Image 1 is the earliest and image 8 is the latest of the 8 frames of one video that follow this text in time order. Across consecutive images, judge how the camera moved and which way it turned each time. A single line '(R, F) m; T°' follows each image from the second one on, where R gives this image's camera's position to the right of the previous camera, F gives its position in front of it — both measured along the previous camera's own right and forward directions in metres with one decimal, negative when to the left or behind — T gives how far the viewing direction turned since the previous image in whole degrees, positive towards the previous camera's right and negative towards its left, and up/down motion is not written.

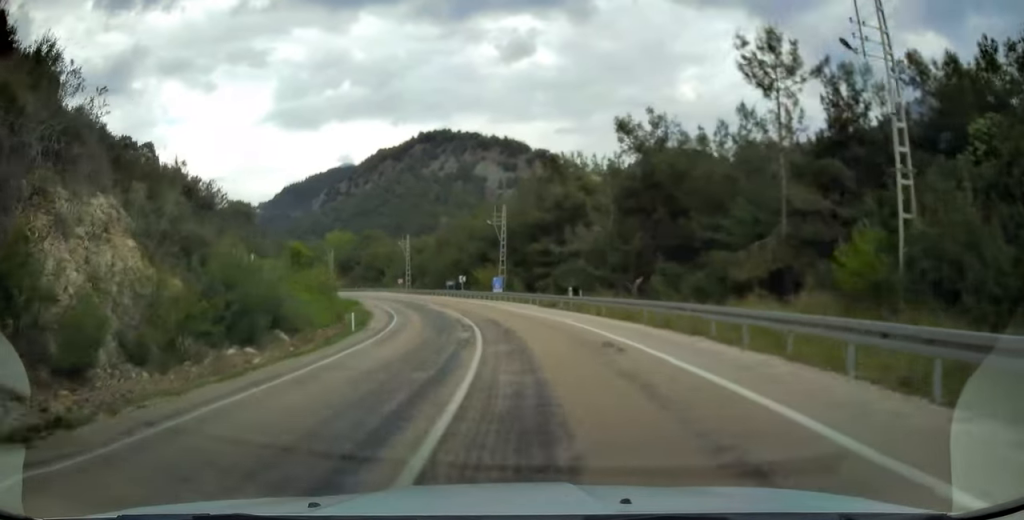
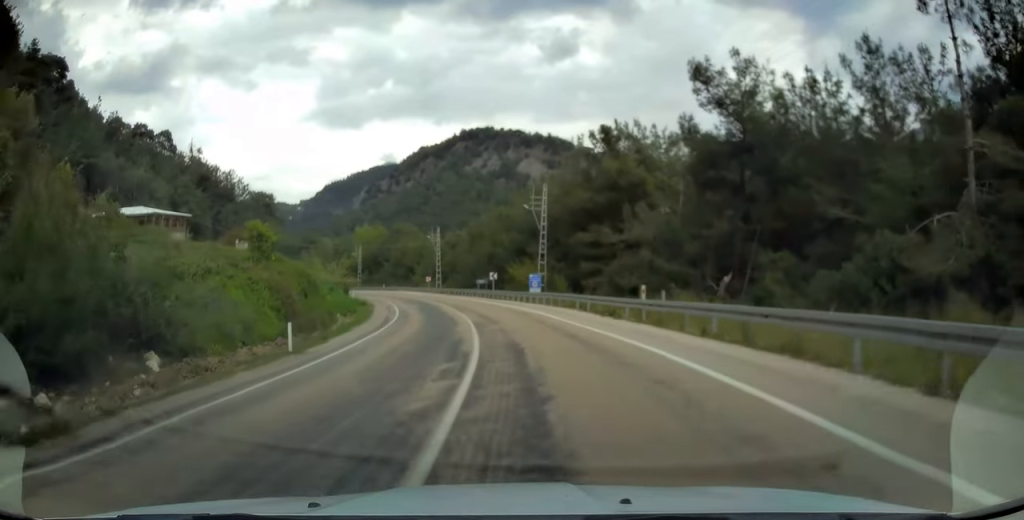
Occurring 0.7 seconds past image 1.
(-0.6, +11.3) m; -5°
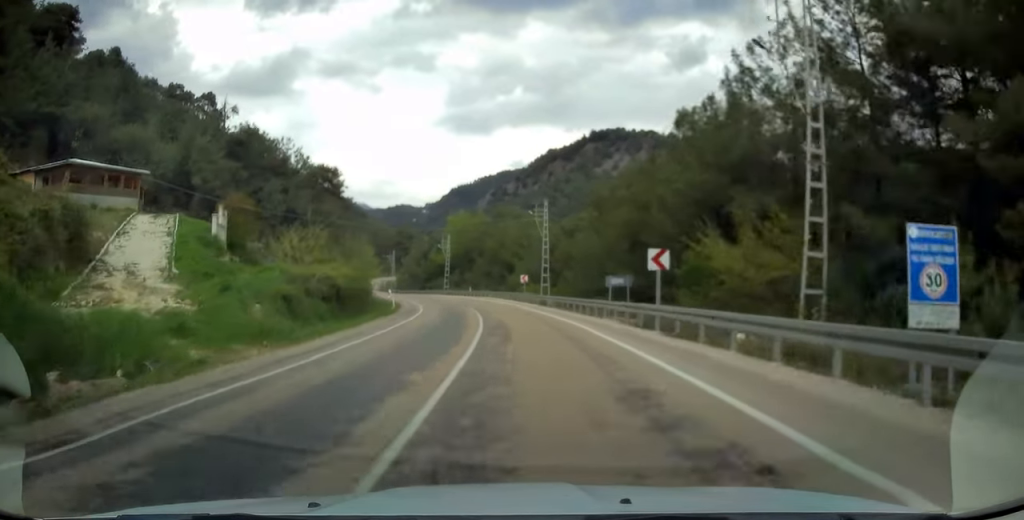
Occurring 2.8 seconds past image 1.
(-5.1, +35.2) m; -16°
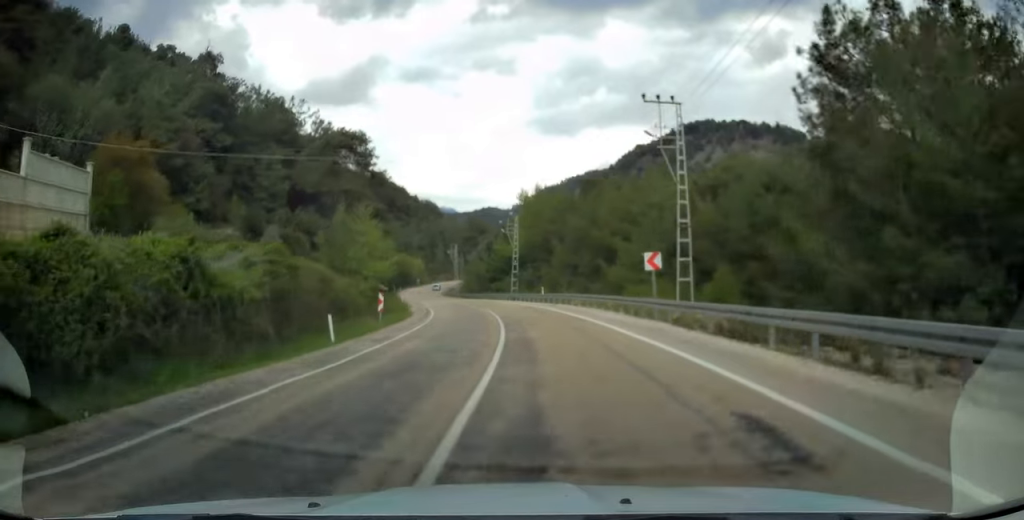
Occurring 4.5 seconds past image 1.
(-2.4, +30.6) m; -8°
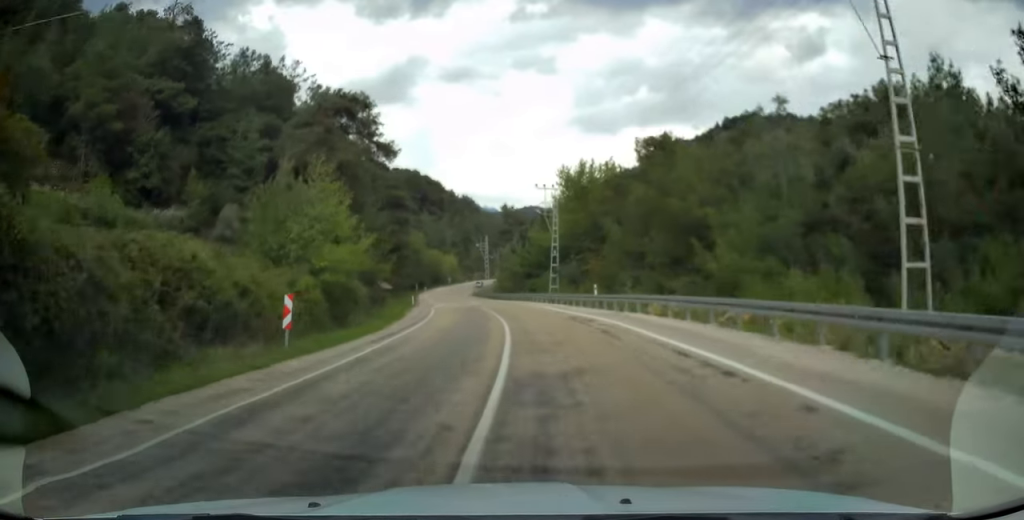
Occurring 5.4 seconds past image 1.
(-0.6, +17.1) m; -4°
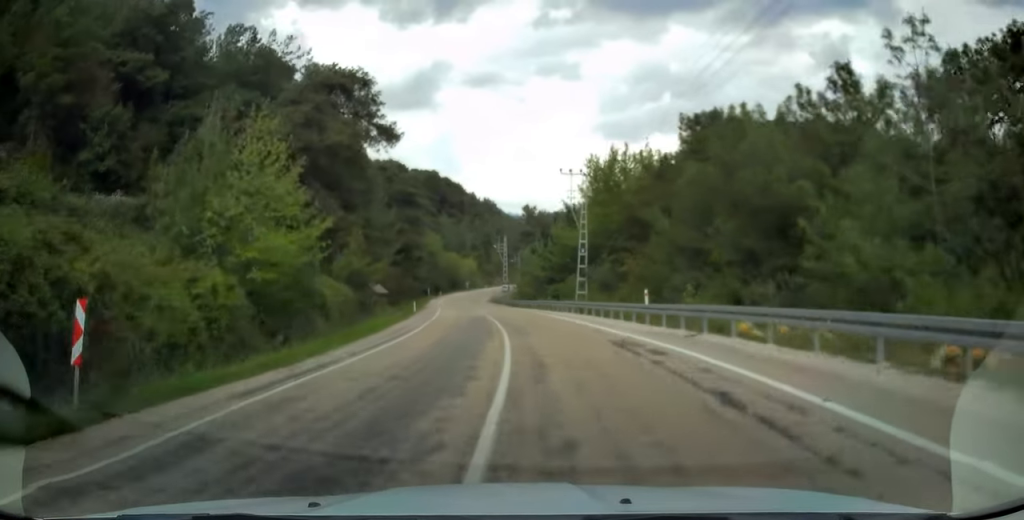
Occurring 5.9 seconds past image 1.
(0.0, +9.6) m; -2°
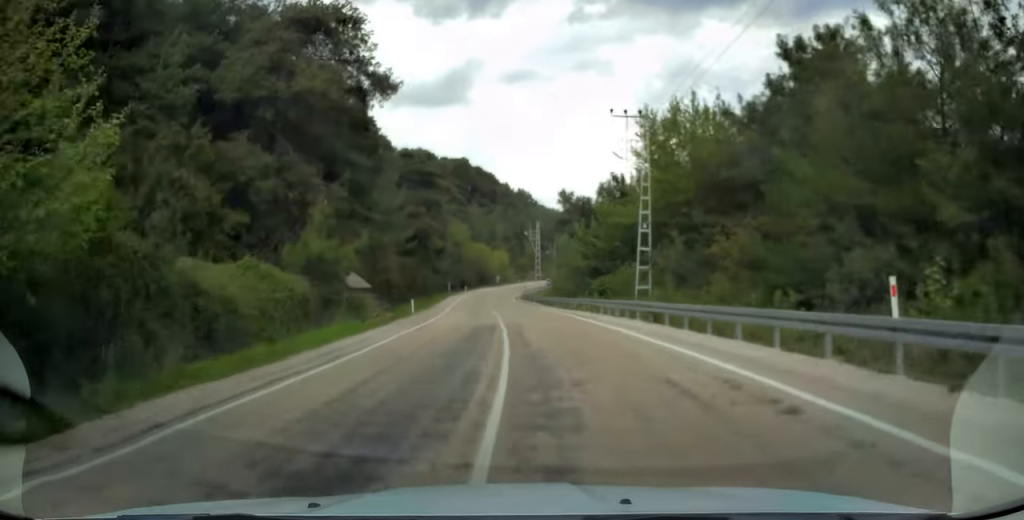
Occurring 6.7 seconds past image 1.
(-0.6, +14.5) m; -3°
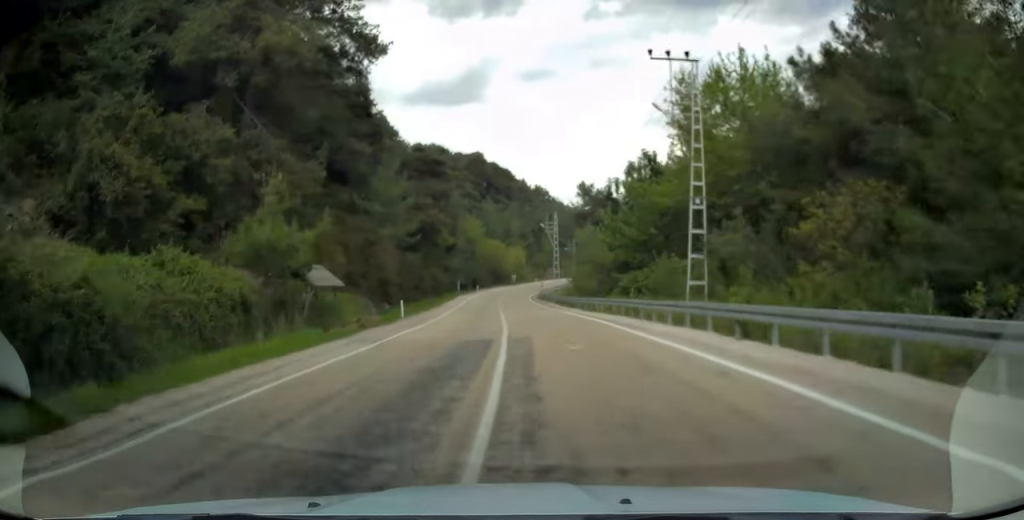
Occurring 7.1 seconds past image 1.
(-0.1, +7.9) m; -1°
